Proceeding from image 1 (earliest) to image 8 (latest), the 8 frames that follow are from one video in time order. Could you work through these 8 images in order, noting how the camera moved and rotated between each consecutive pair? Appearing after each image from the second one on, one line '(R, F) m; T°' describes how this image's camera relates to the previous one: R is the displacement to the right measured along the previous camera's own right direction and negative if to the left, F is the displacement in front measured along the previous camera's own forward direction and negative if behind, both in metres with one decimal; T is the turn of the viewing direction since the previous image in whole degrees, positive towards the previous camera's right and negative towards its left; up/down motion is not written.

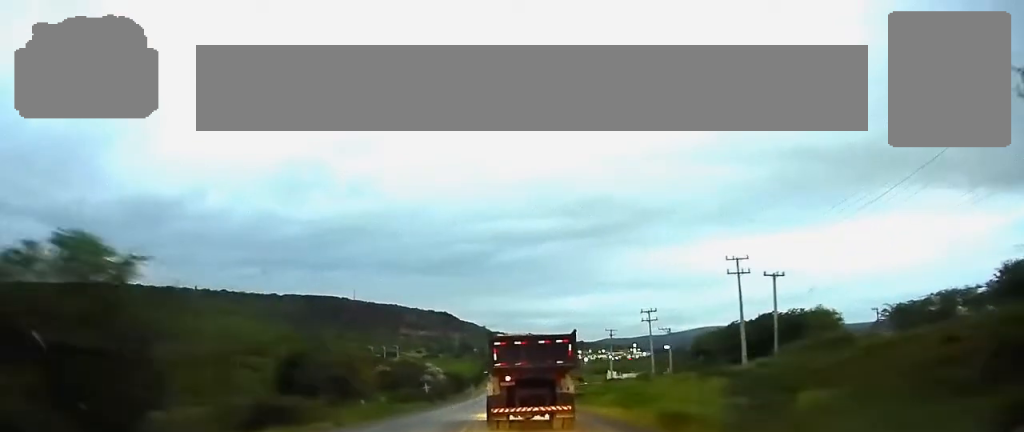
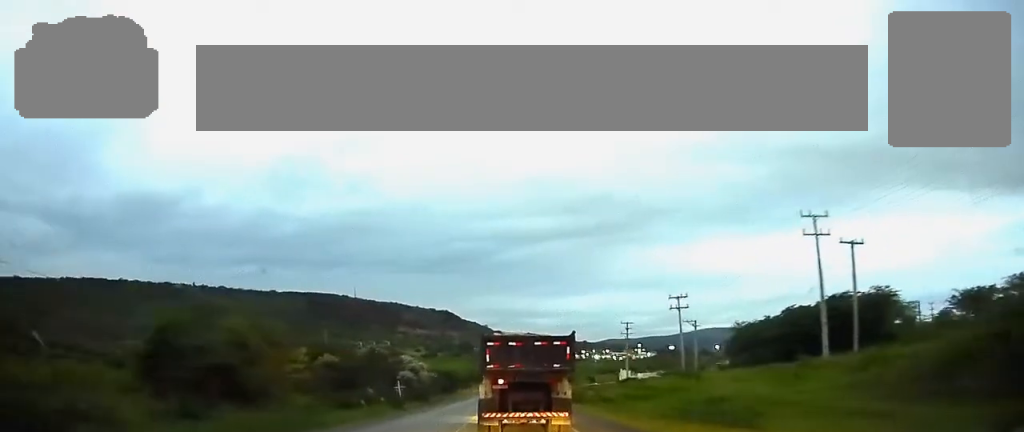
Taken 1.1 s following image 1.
(0.0, +17.7) m; 0°
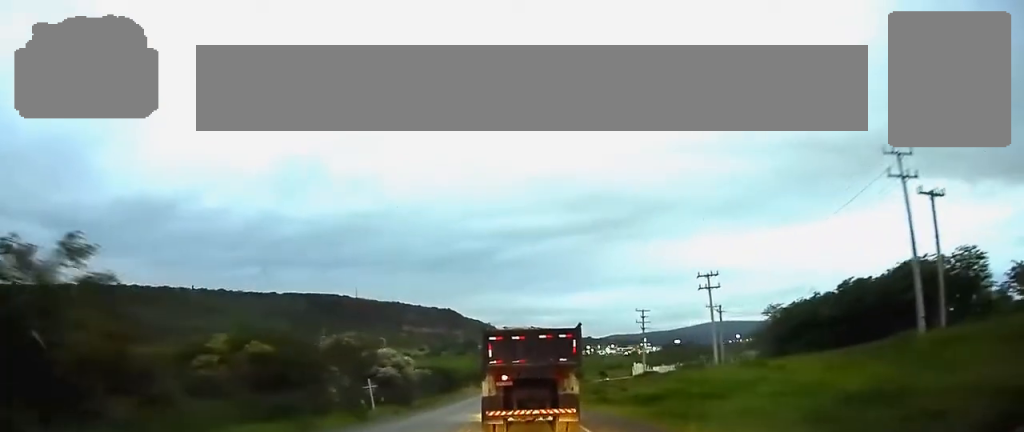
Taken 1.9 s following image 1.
(0.0, +12.6) m; 0°
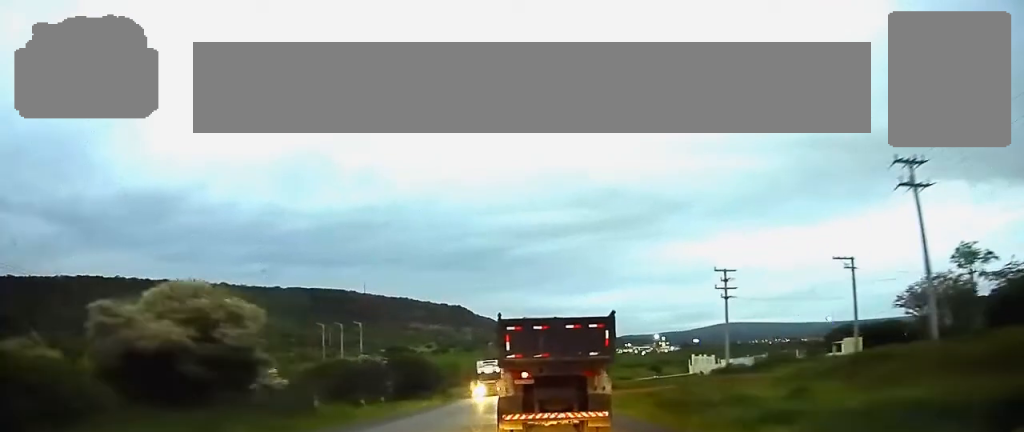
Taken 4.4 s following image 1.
(-0.3, +40.5) m; -1°
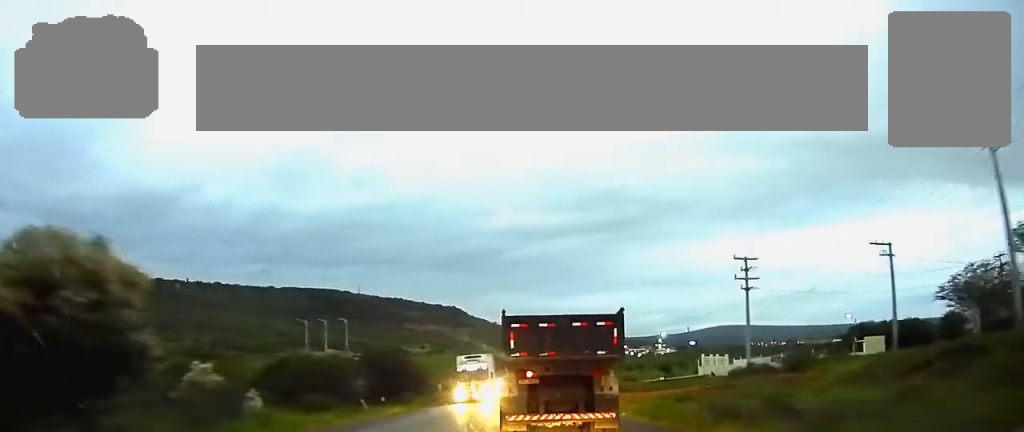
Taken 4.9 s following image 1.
(0.0, +8.5) m; 0°
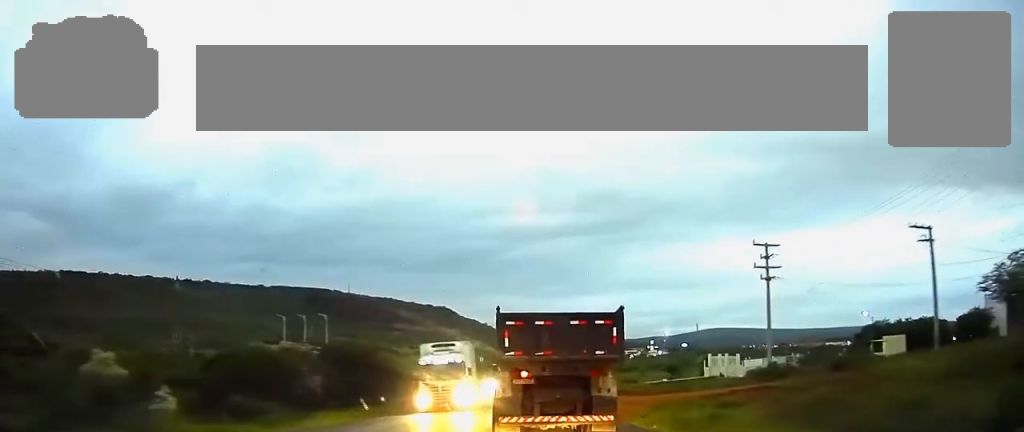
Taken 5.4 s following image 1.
(0.0, +8.0) m; 0°
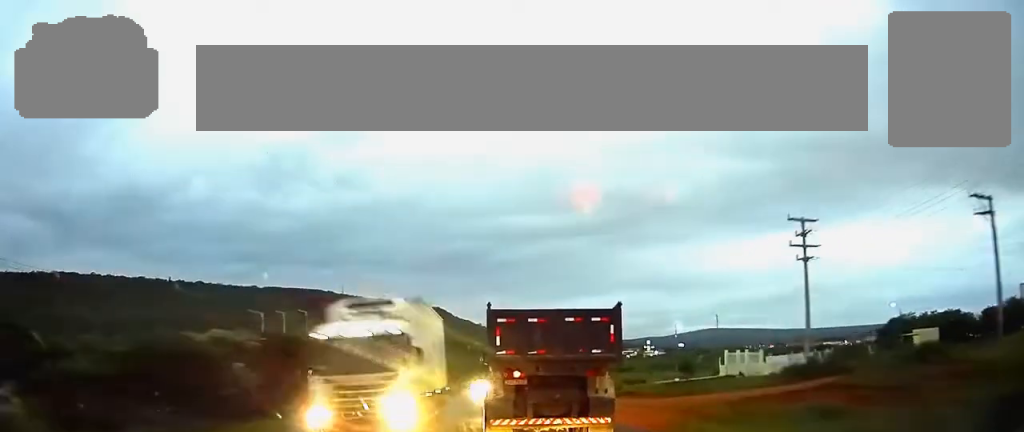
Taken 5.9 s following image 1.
(+0.1, +9.3) m; 0°
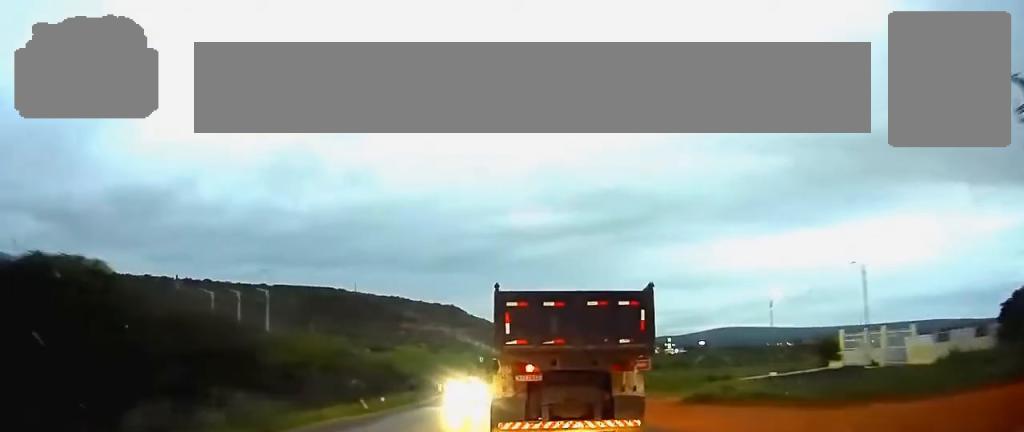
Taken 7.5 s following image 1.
(-0.1, +27.0) m; 0°
